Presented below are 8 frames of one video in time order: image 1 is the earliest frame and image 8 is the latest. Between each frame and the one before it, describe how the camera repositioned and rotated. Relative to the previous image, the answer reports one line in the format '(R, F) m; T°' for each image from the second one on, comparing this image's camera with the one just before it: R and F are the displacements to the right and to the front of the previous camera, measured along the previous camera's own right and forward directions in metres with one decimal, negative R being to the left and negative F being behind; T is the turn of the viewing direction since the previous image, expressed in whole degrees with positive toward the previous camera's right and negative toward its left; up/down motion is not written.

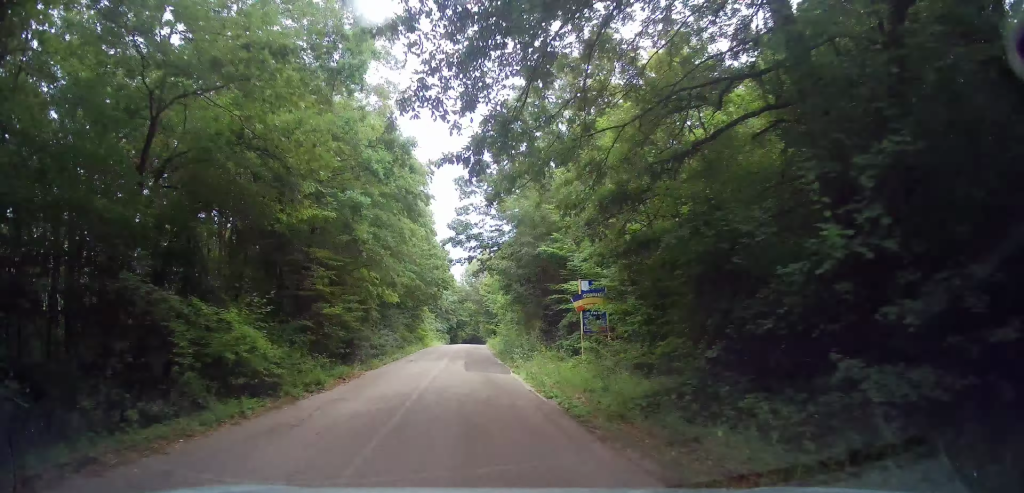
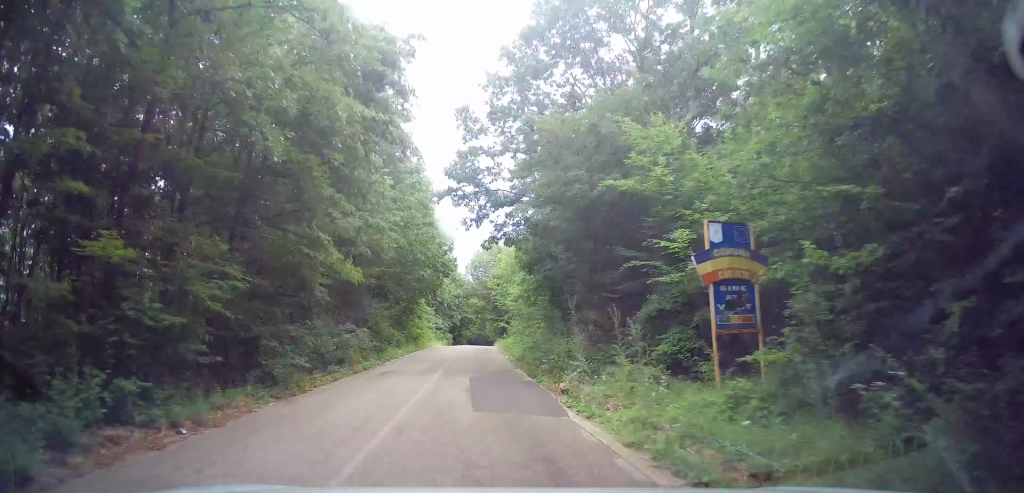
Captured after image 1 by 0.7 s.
(-0.2, +10.0) m; 0°
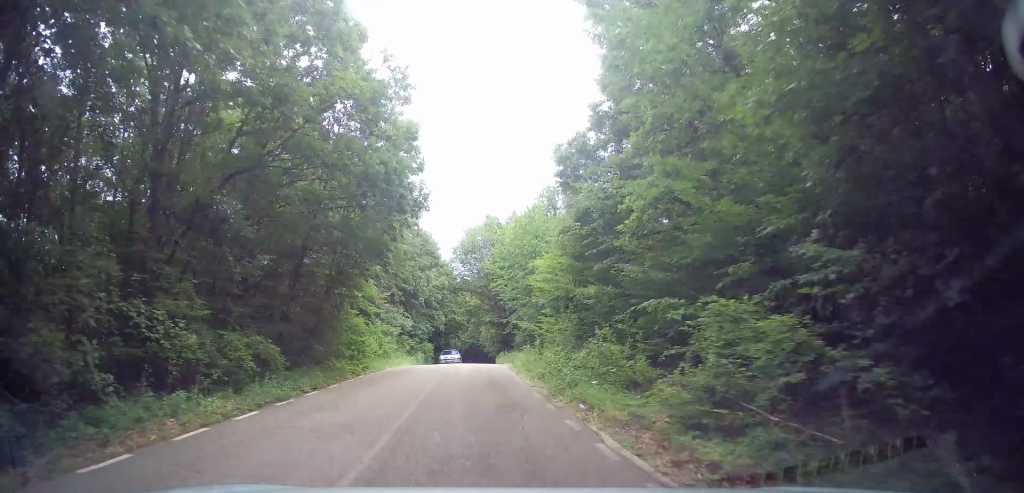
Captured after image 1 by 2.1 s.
(+0.7, +21.2) m; +2°
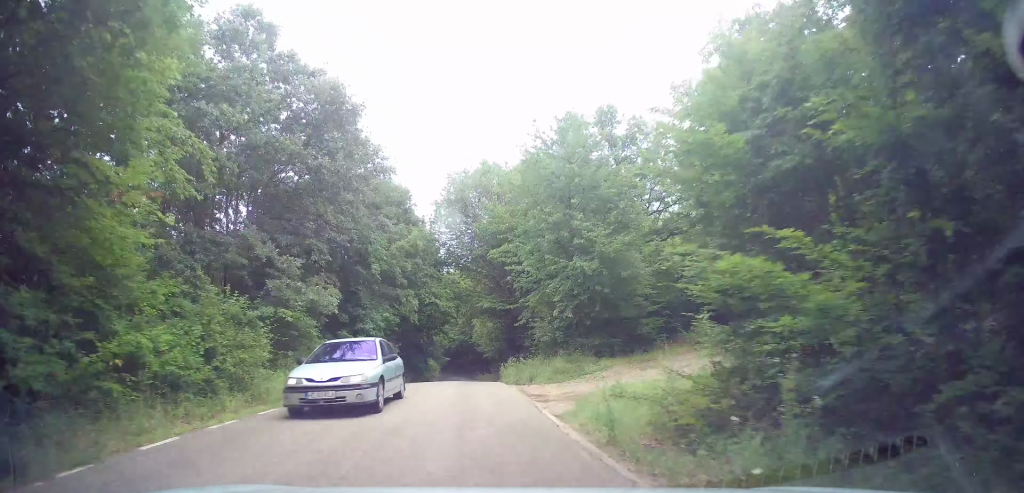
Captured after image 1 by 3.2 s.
(-0.1, +17.2) m; -1°
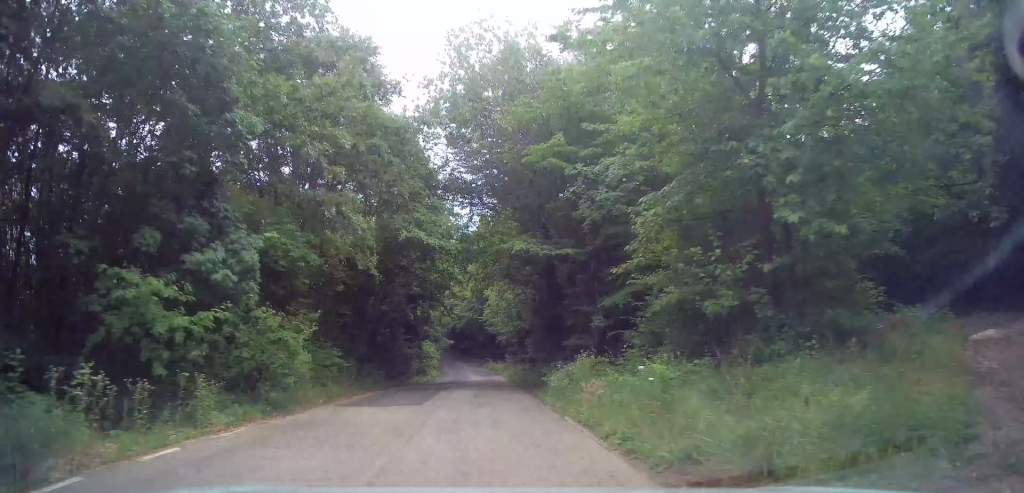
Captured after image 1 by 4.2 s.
(0.0, +16.0) m; 0°
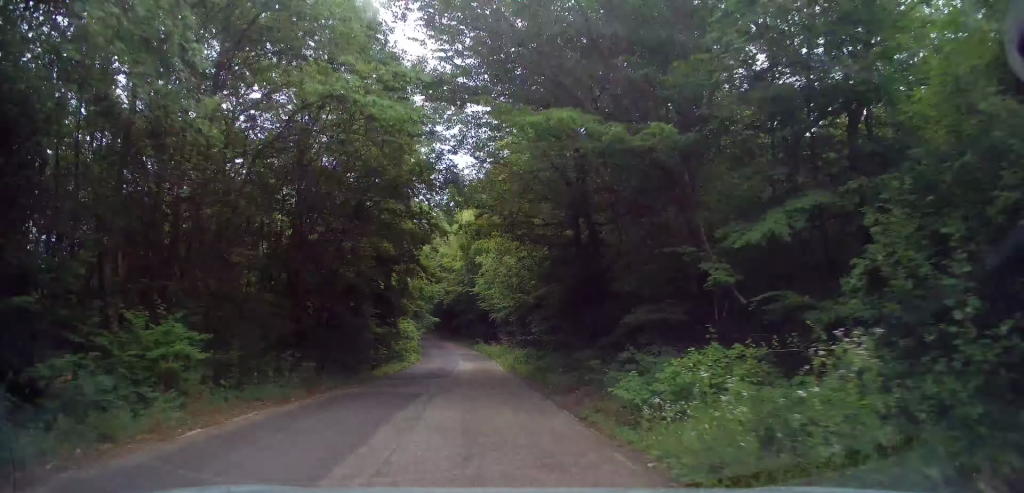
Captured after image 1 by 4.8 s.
(0.0, +9.0) m; 0°
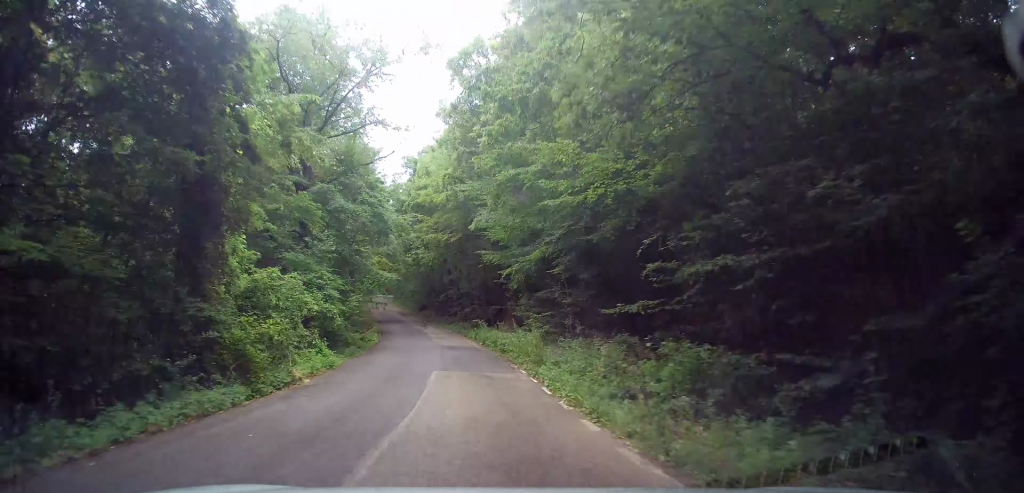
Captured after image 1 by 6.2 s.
(-0.1, +23.3) m; -3°
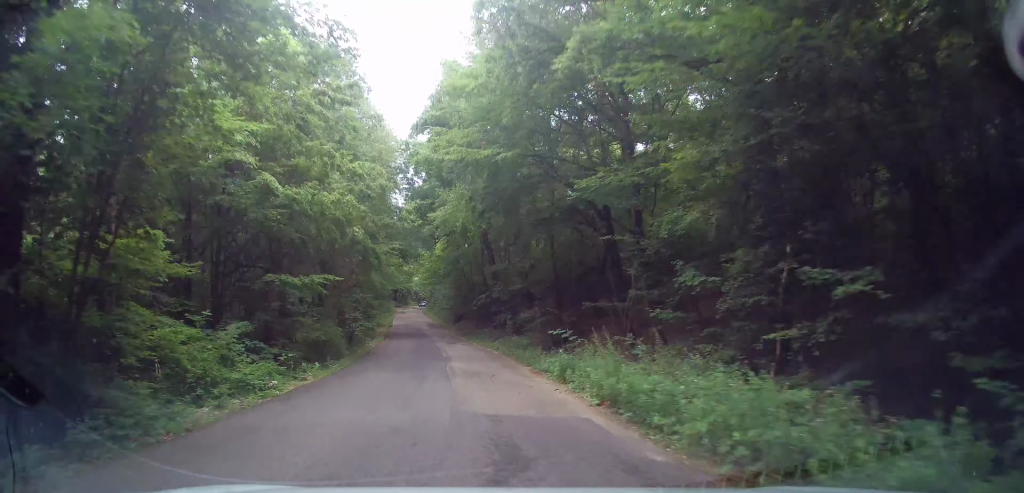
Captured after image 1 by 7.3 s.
(-0.9, +19.4) m; -4°
